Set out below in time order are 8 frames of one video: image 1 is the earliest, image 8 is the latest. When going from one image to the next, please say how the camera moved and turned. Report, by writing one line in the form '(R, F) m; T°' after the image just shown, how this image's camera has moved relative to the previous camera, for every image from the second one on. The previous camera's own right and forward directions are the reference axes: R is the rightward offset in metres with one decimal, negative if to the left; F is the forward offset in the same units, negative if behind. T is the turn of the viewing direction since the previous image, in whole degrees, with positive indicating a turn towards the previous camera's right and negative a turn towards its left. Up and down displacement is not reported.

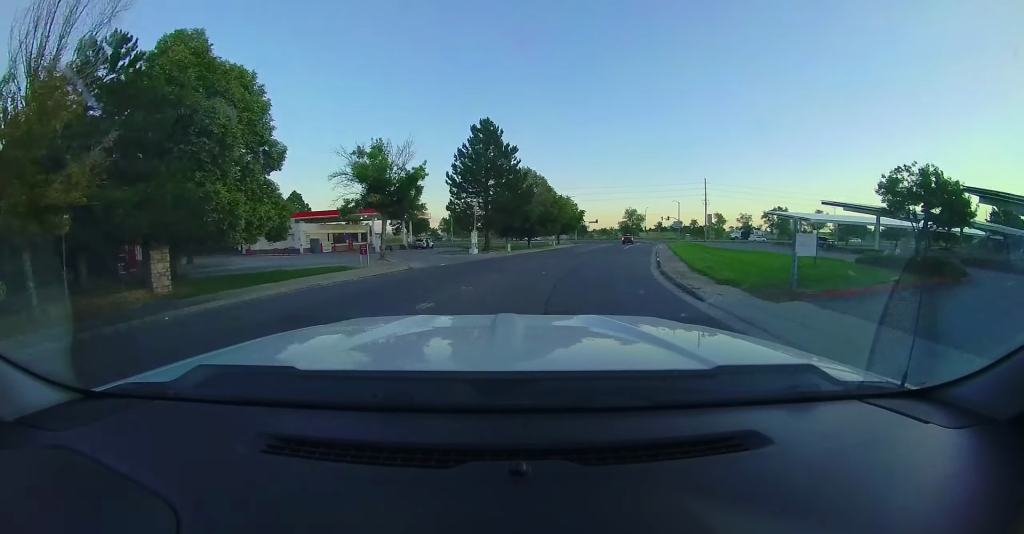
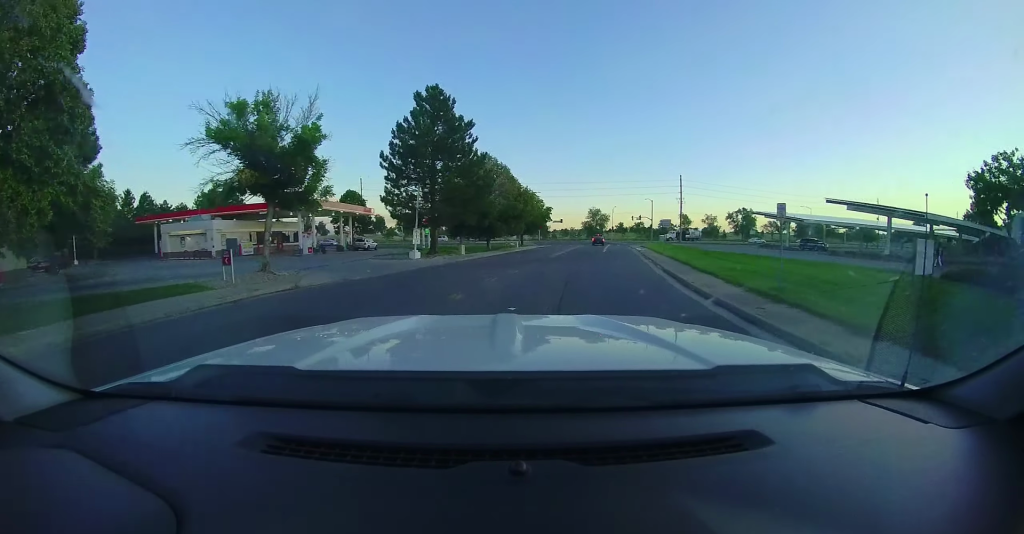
(+0.4, +7.9) m; +5°
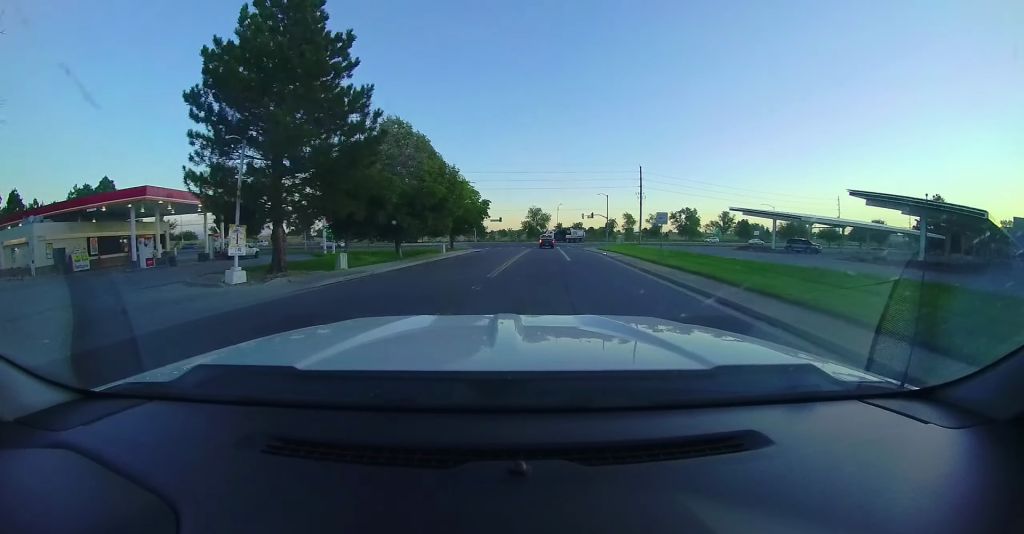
(+1.0, +12.7) m; +9°
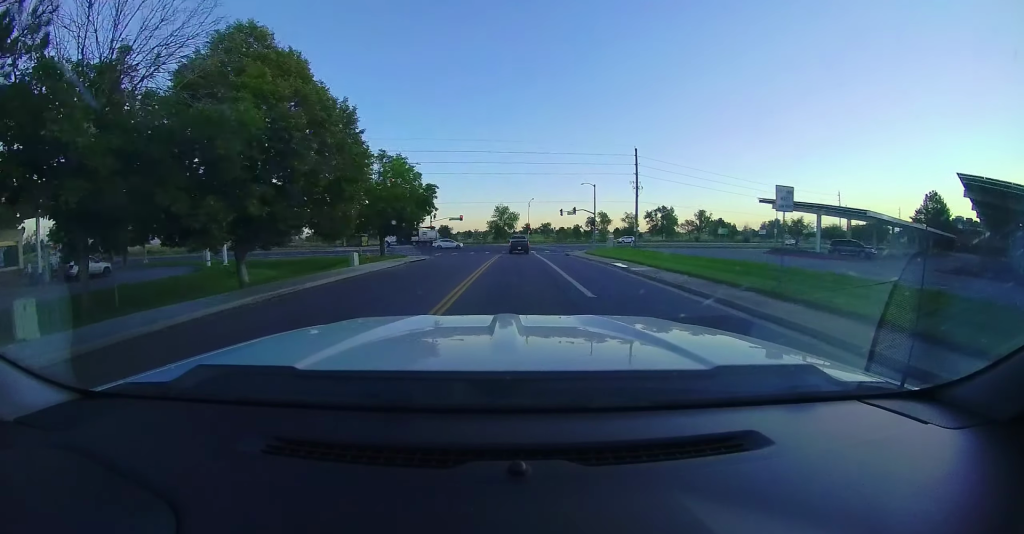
(+1.3, +14.8) m; +9°
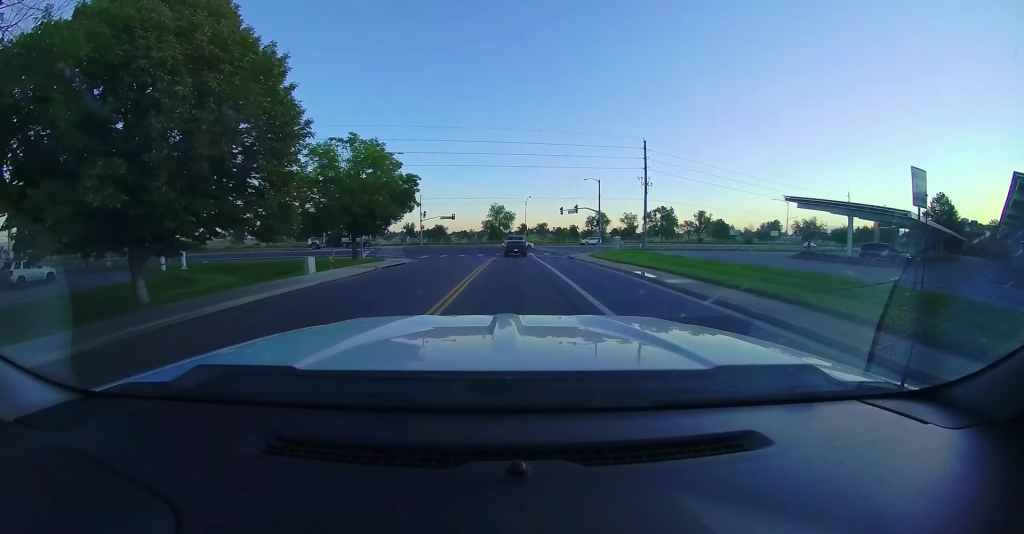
(+0.1, +5.0) m; +2°
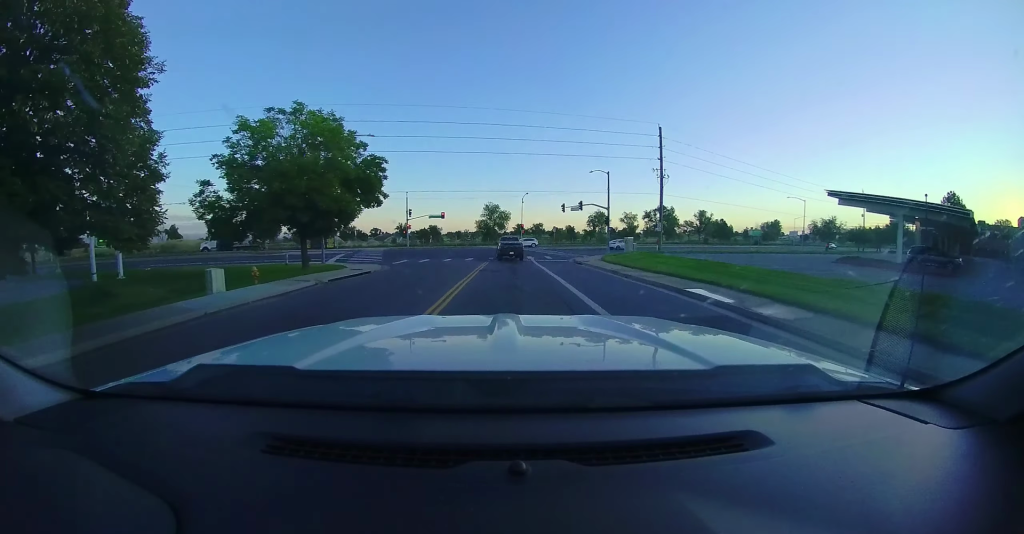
(+0.2, +6.6) m; +2°
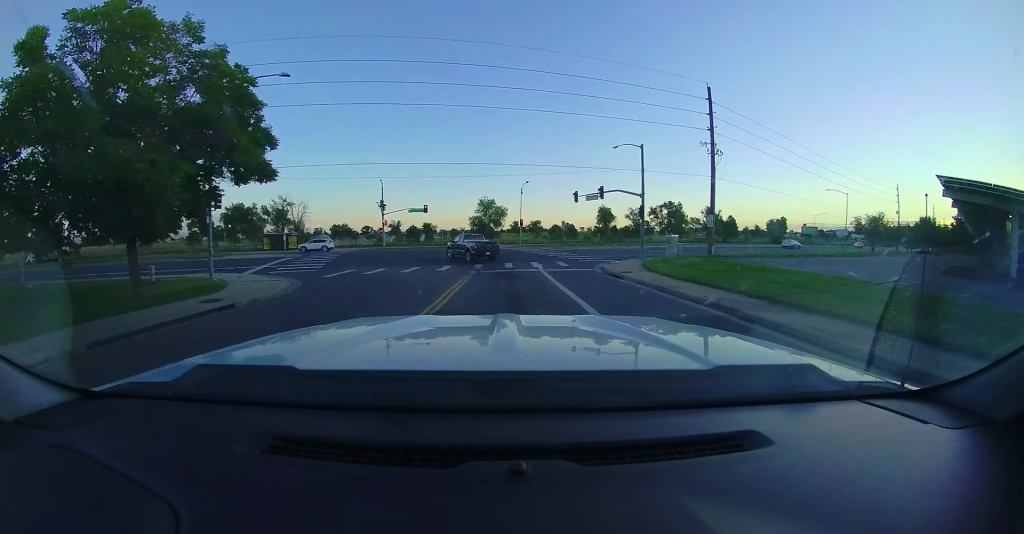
(0.0, +10.8) m; 0°
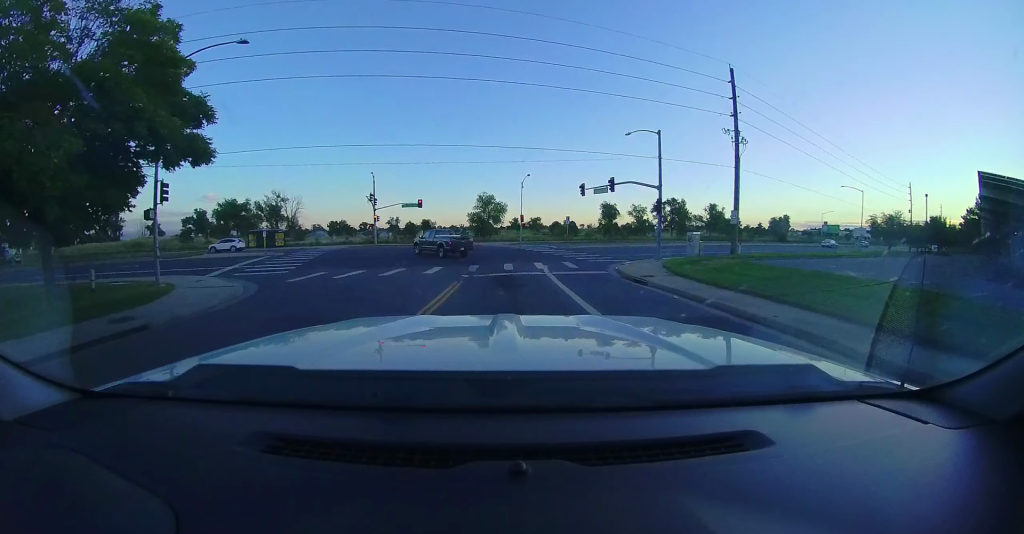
(0.0, +3.0) m; 0°
